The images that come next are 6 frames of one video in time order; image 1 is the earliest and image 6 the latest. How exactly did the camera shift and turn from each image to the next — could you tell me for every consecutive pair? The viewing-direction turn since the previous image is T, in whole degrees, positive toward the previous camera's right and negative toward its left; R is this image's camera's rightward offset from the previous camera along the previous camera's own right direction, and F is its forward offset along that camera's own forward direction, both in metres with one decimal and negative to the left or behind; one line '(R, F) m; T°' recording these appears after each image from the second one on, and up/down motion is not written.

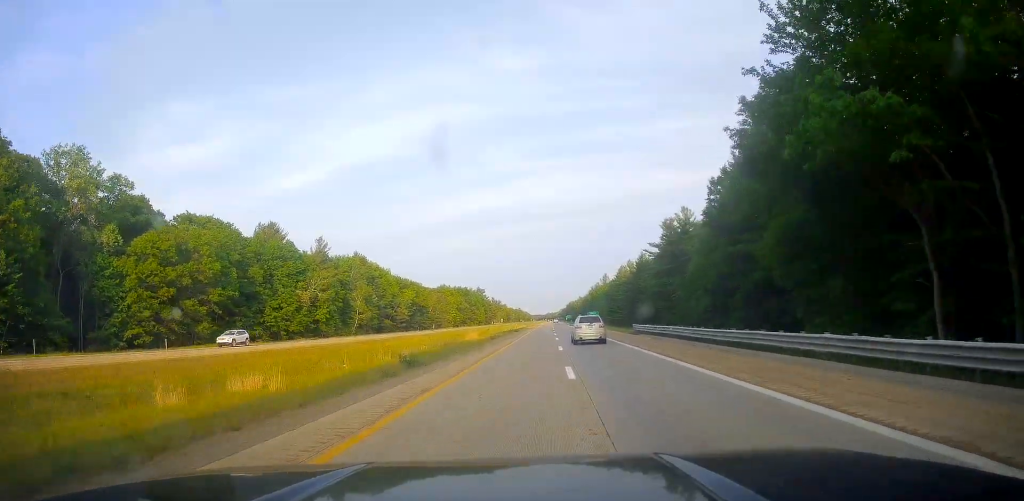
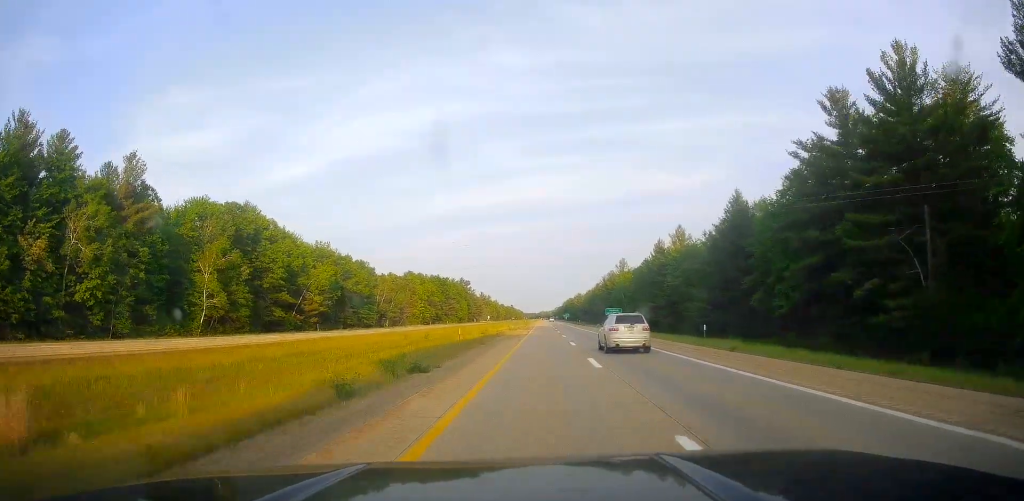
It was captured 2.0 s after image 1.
(+0.8, +71.8) m; +2°
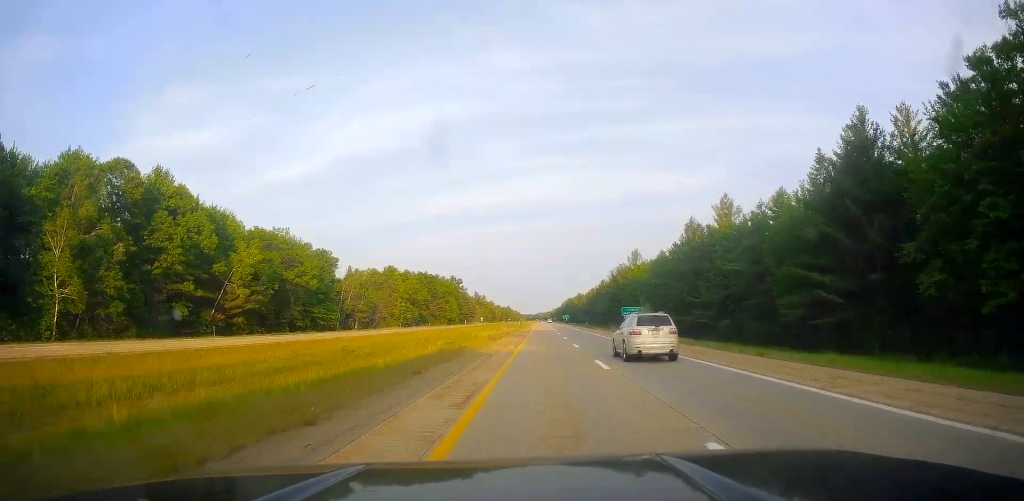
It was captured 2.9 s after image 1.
(+0.3, +31.1) m; +1°
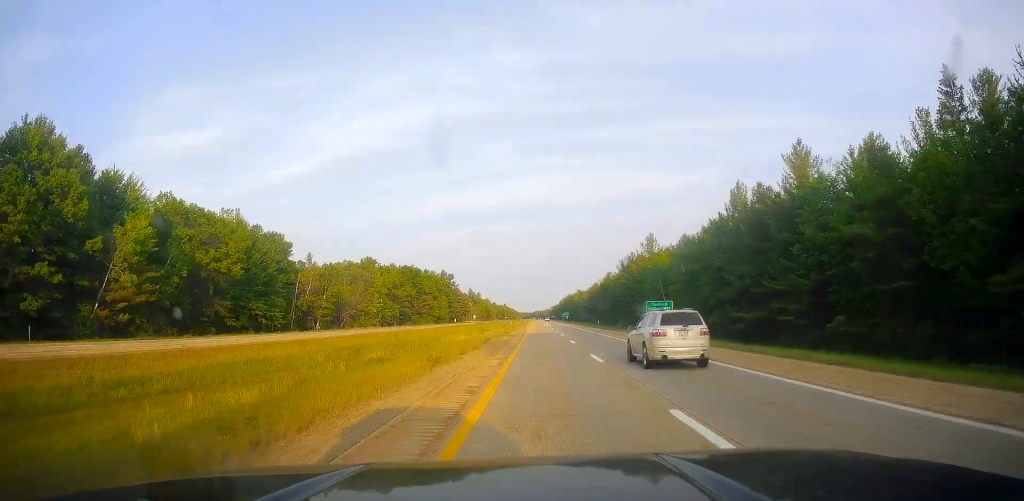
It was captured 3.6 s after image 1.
(+0.4, +27.5) m; 0°
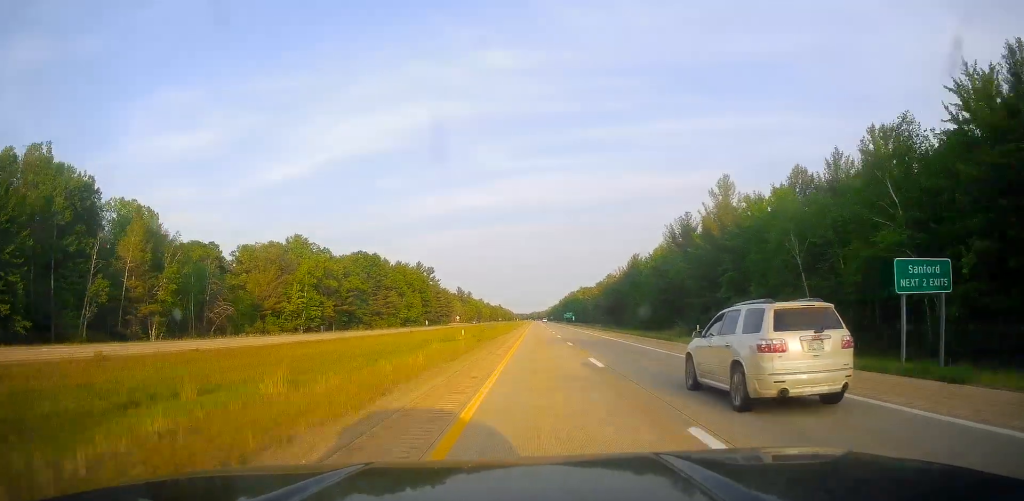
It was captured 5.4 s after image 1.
(-0.7, +62.4) m; -1°
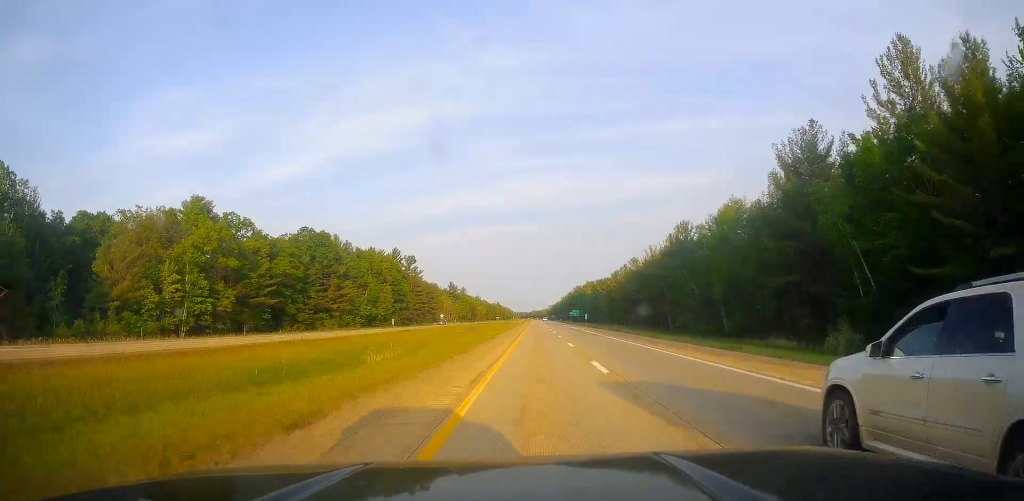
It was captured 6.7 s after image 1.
(-0.1, +48.0) m; +1°
